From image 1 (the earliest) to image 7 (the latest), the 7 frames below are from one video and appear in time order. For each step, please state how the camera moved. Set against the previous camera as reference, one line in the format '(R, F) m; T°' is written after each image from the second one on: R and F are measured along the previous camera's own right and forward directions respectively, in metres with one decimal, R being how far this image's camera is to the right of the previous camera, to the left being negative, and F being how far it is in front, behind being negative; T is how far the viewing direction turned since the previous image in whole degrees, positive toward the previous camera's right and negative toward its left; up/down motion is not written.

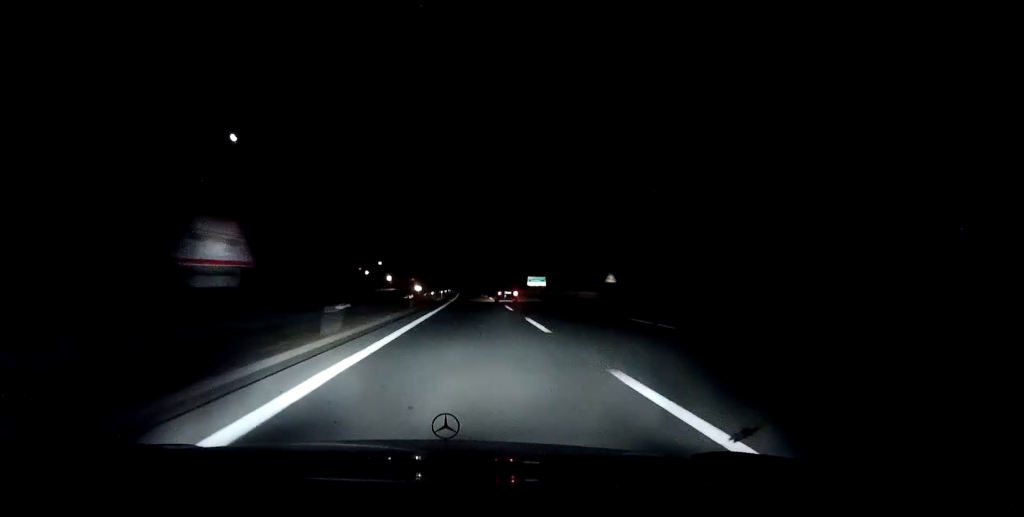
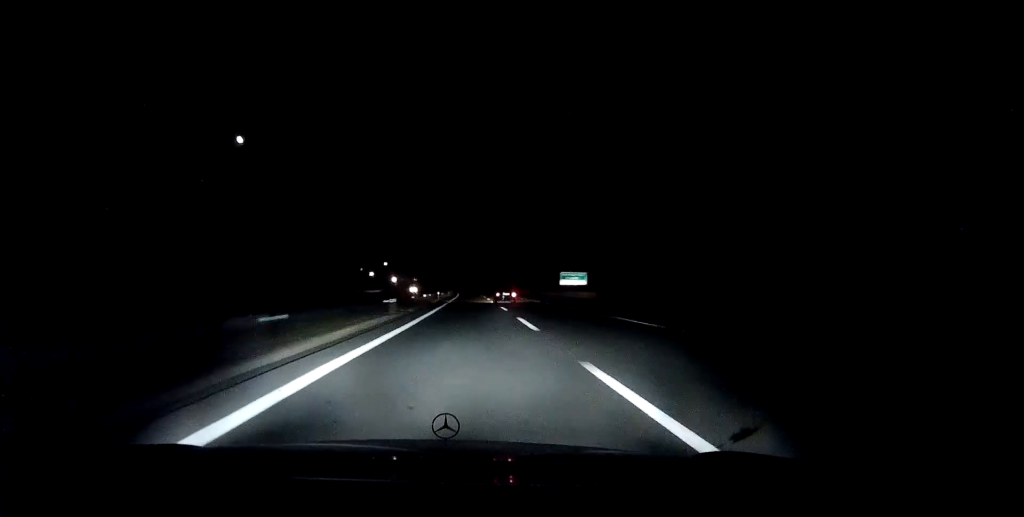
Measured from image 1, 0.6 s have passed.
(-0.4, +43.5) m; -1°
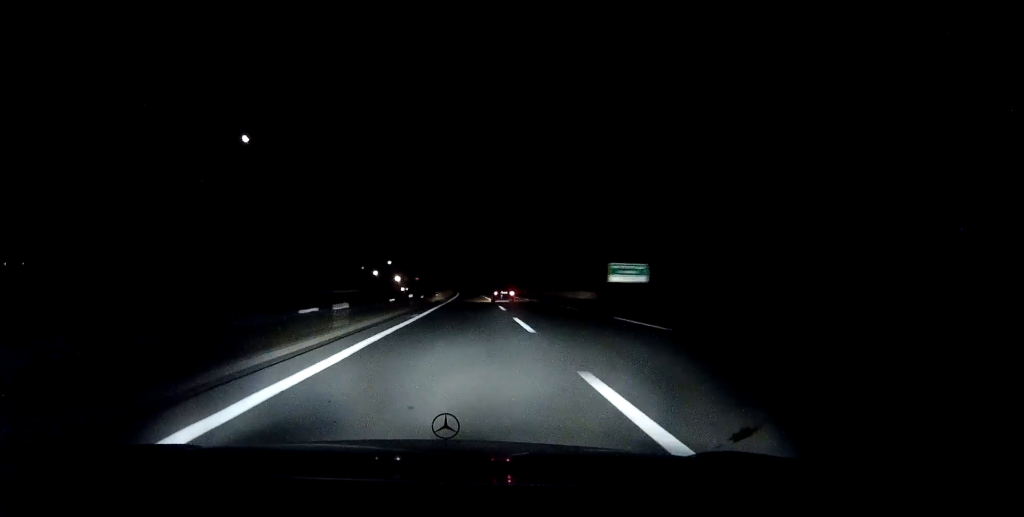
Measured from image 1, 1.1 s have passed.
(-0.1, +32.6) m; -1°
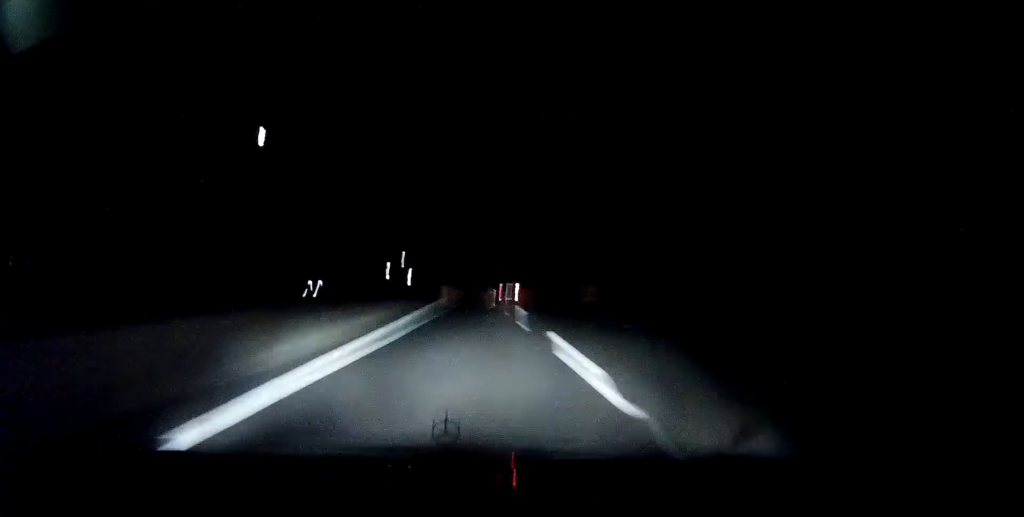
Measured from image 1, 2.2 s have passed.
(-0.7, +76.4) m; -1°
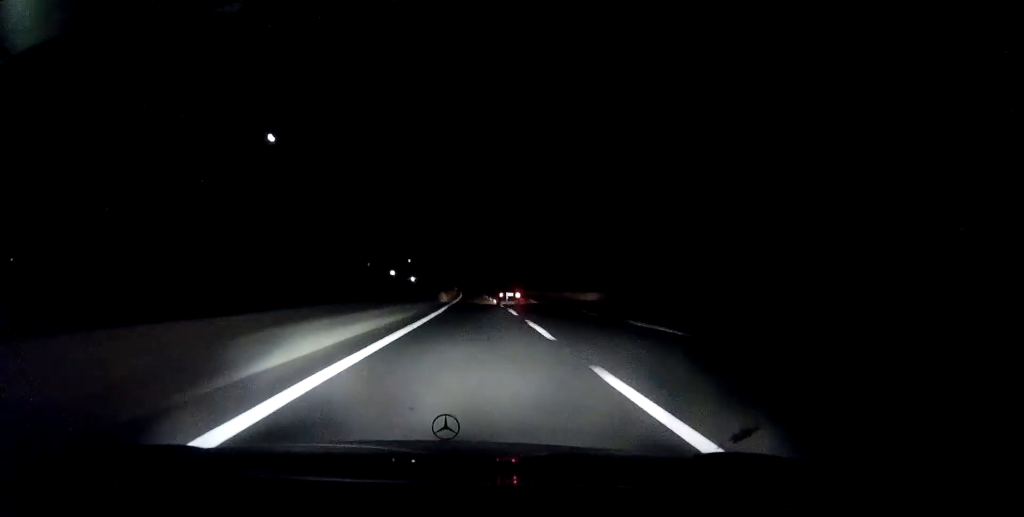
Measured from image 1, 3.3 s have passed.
(-0.8, +73.8) m; -2°
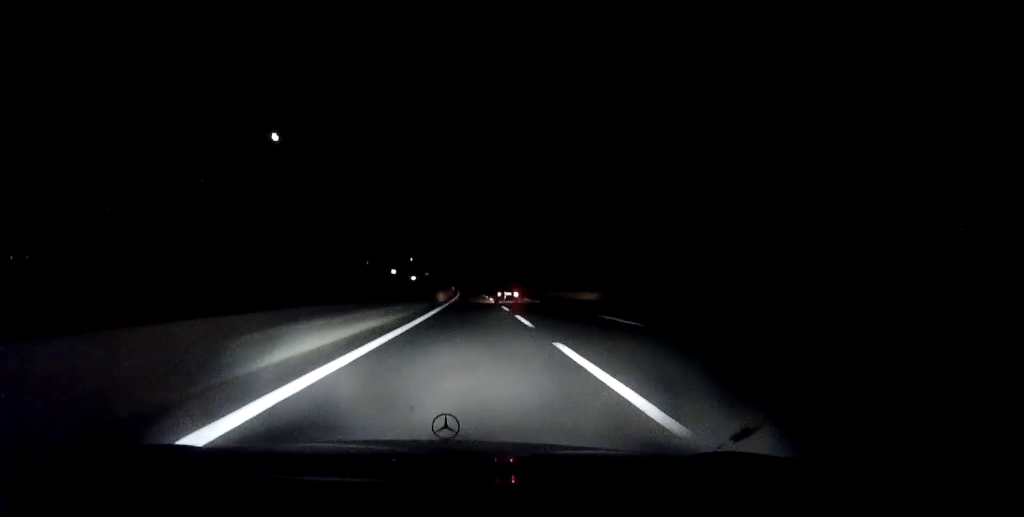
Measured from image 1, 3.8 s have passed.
(-0.5, +35.6) m; -1°
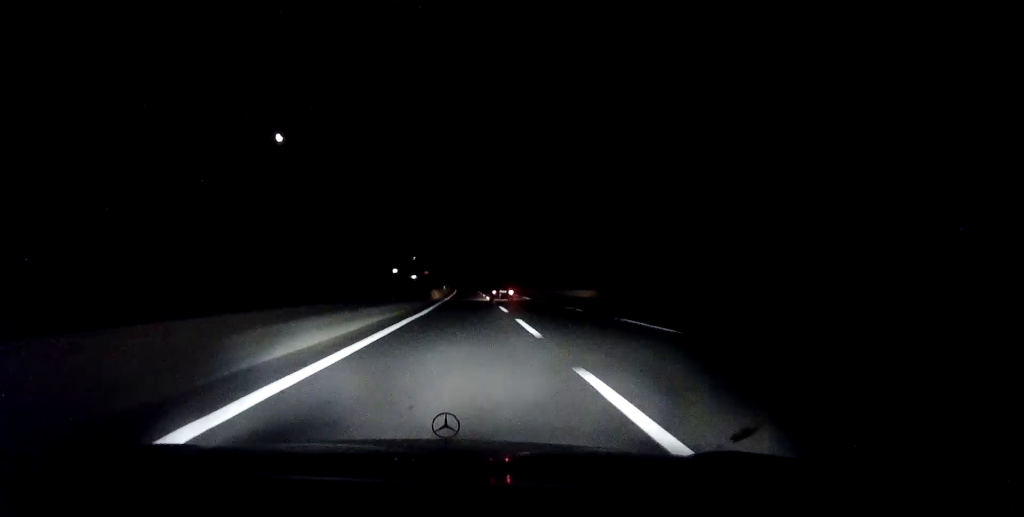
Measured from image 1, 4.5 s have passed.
(-0.3, +46.6) m; -1°
